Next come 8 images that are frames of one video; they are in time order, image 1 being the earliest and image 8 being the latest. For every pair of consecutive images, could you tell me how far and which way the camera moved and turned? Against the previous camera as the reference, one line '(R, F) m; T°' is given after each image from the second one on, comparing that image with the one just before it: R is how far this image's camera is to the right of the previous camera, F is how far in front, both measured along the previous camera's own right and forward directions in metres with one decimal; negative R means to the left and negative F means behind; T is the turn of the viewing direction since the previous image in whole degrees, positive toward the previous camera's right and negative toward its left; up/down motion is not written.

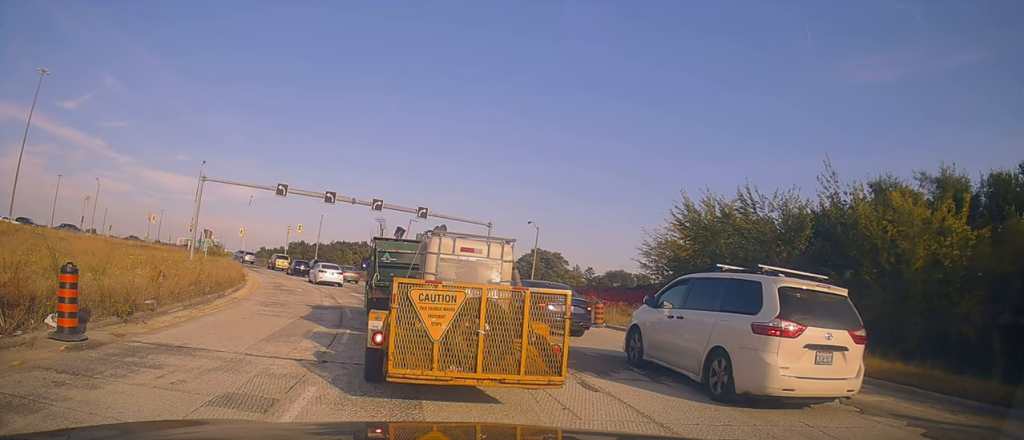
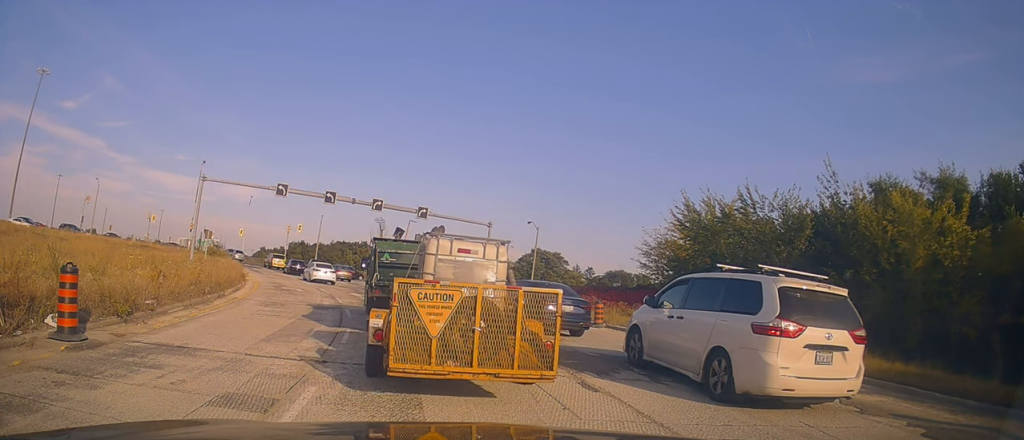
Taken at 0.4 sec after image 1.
(0.0, 0.0) m; 0°
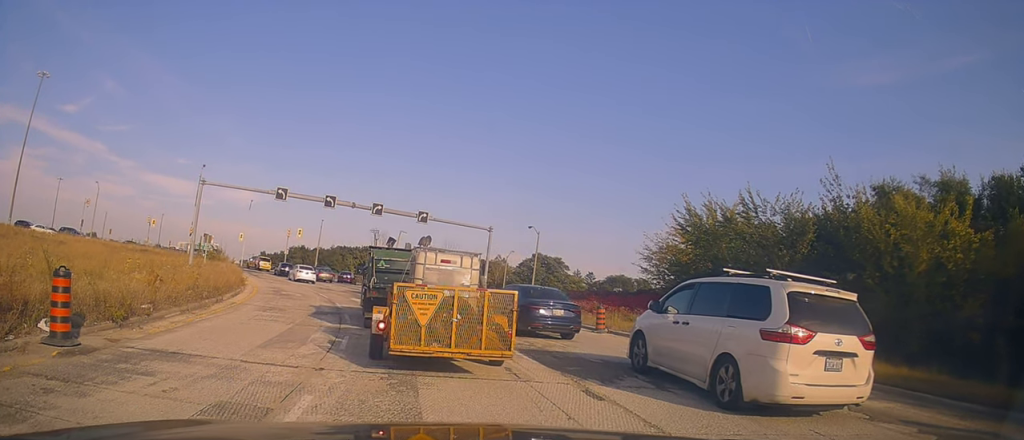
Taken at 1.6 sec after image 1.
(0.0, 0.0) m; 0°
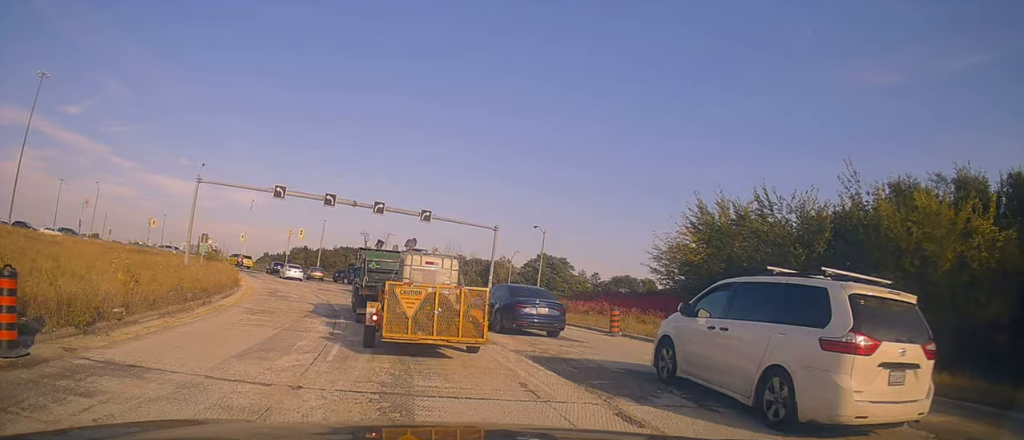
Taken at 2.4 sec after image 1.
(0.0, -0.1) m; 0°
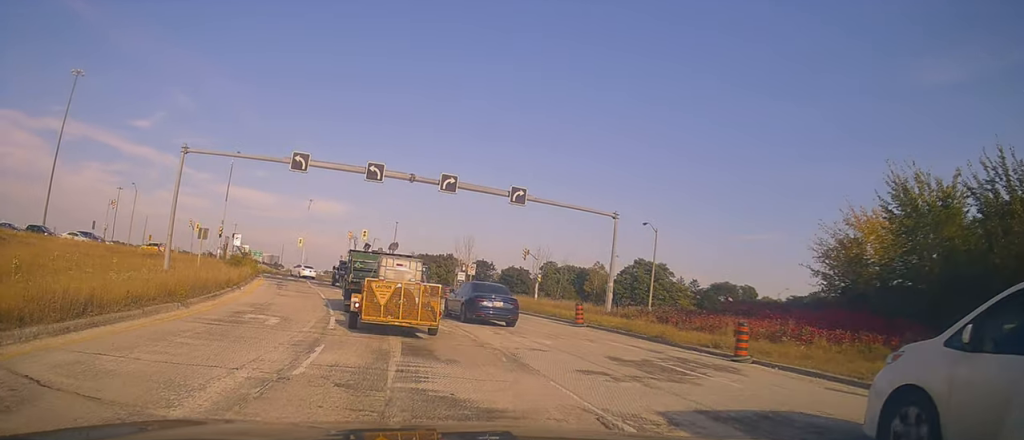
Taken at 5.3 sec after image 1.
(0.0, +7.2) m; -2°
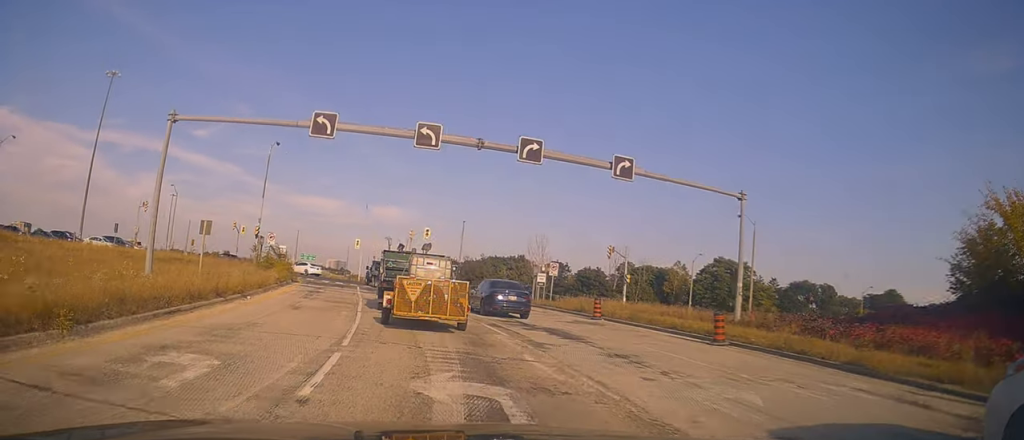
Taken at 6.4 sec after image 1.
(-0.4, +6.4) m; -9°
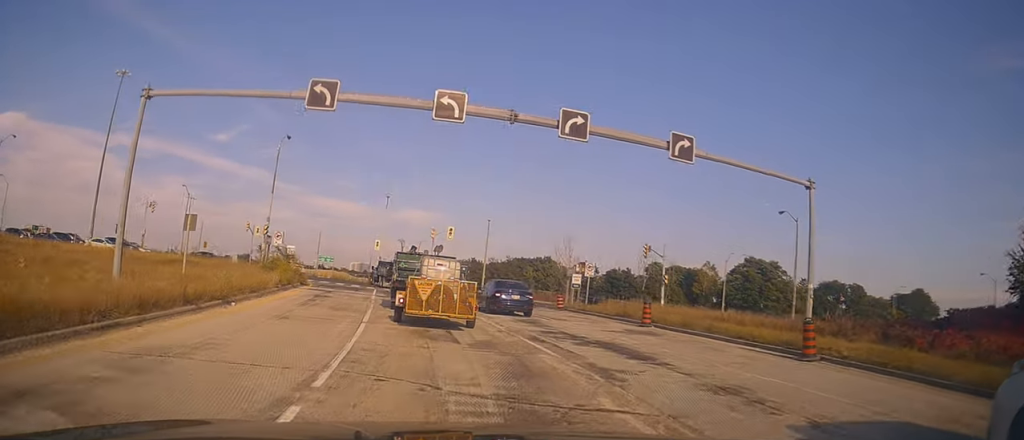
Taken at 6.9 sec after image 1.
(-0.4, +3.6) m; -3°
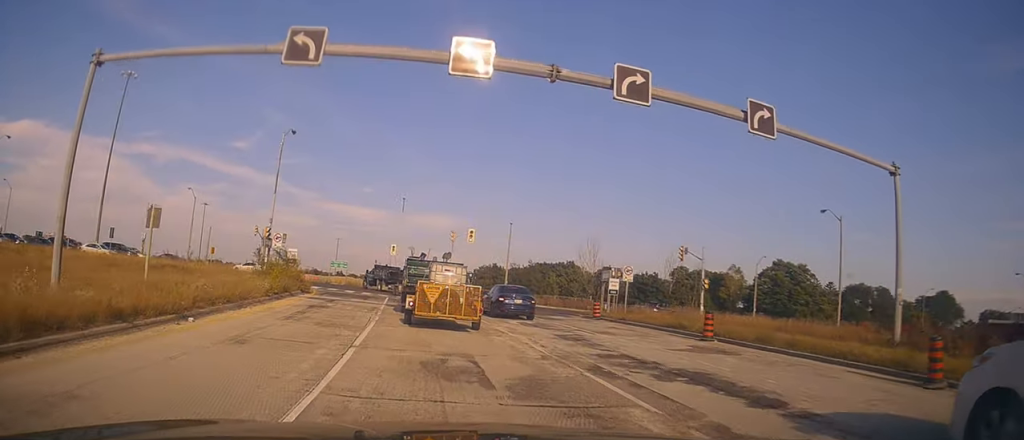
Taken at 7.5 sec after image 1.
(0.0, +4.0) m; -1°
